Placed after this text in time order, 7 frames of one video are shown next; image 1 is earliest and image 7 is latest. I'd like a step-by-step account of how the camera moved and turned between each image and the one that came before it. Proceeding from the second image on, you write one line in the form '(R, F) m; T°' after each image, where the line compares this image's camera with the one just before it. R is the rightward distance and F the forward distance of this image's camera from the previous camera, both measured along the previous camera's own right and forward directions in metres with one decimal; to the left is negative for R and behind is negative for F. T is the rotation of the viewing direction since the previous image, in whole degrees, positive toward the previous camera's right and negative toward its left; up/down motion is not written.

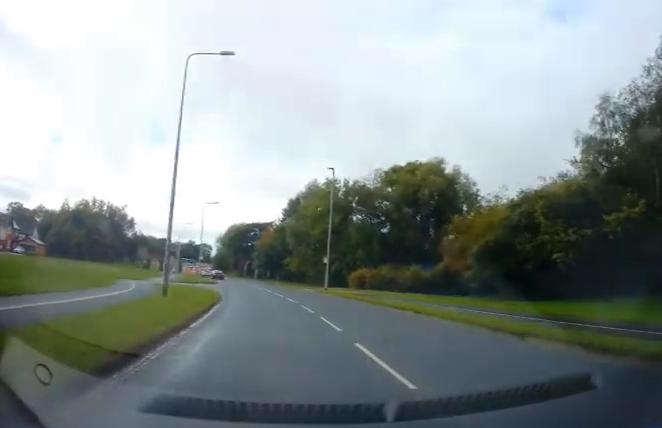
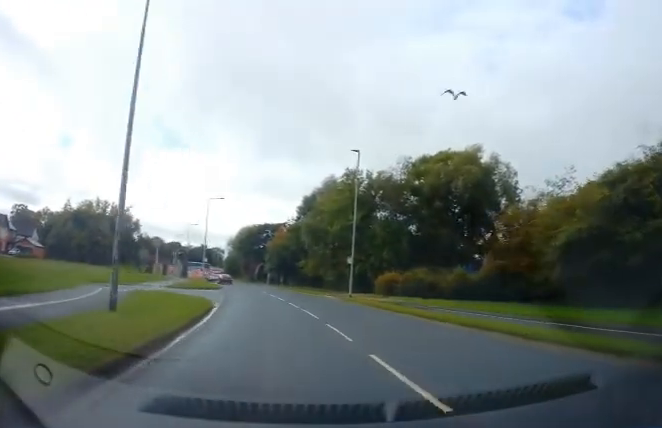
(0.0, +6.6) m; -2°
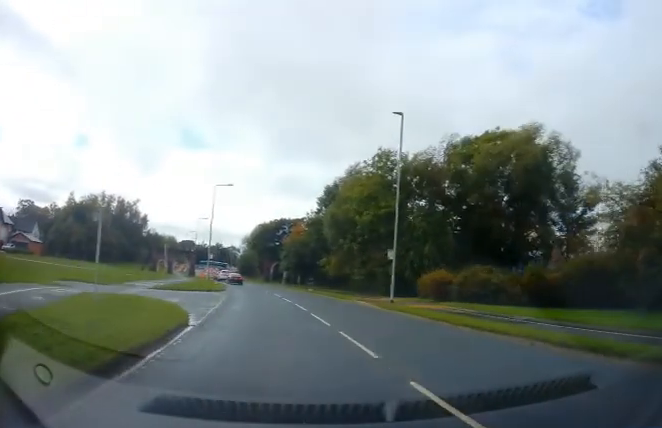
(-0.3, +8.0) m; -3°
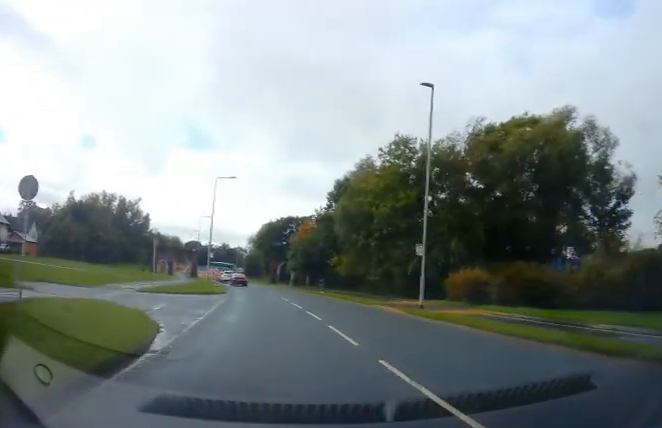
(-0.1, +4.0) m; -2°
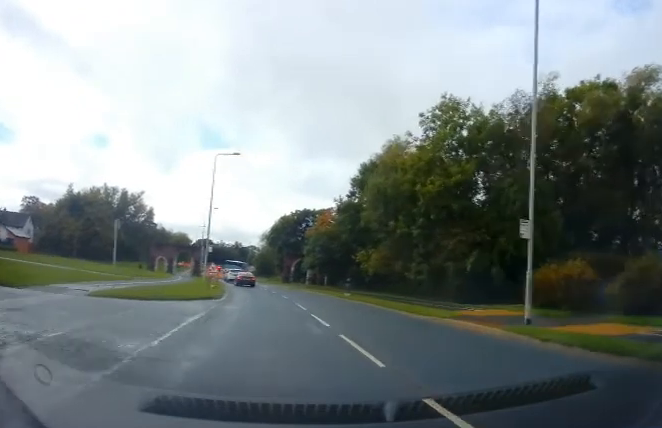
(0.0, +8.3) m; -1°
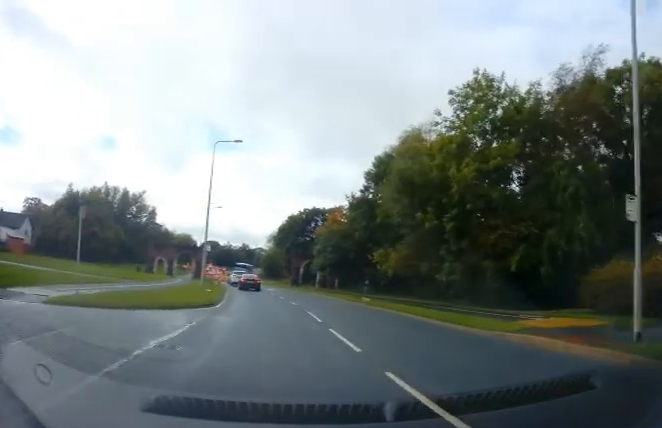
(0.0, +4.1) m; -1°
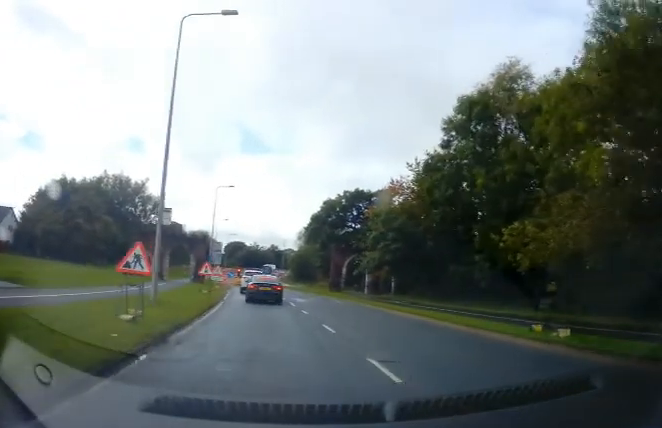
(-0.4, +16.6) m; -3°
